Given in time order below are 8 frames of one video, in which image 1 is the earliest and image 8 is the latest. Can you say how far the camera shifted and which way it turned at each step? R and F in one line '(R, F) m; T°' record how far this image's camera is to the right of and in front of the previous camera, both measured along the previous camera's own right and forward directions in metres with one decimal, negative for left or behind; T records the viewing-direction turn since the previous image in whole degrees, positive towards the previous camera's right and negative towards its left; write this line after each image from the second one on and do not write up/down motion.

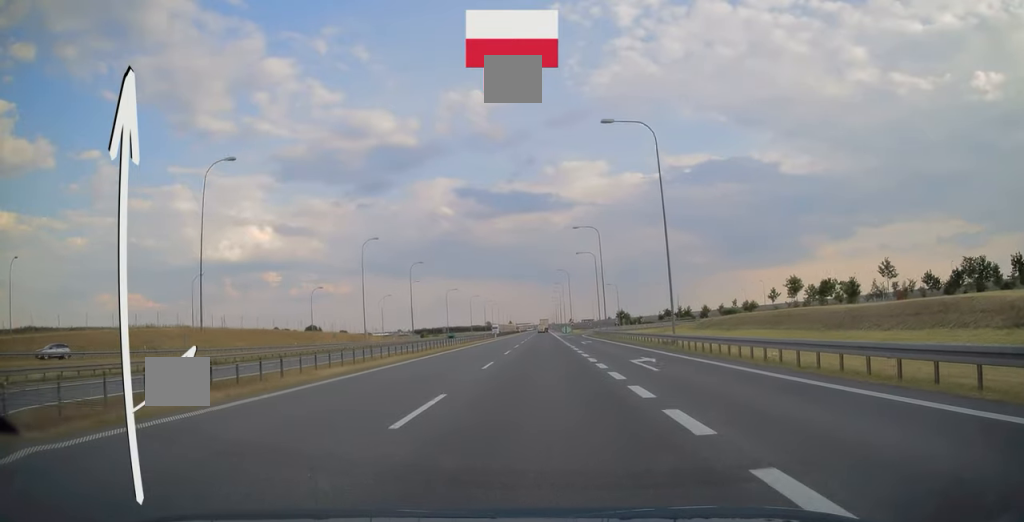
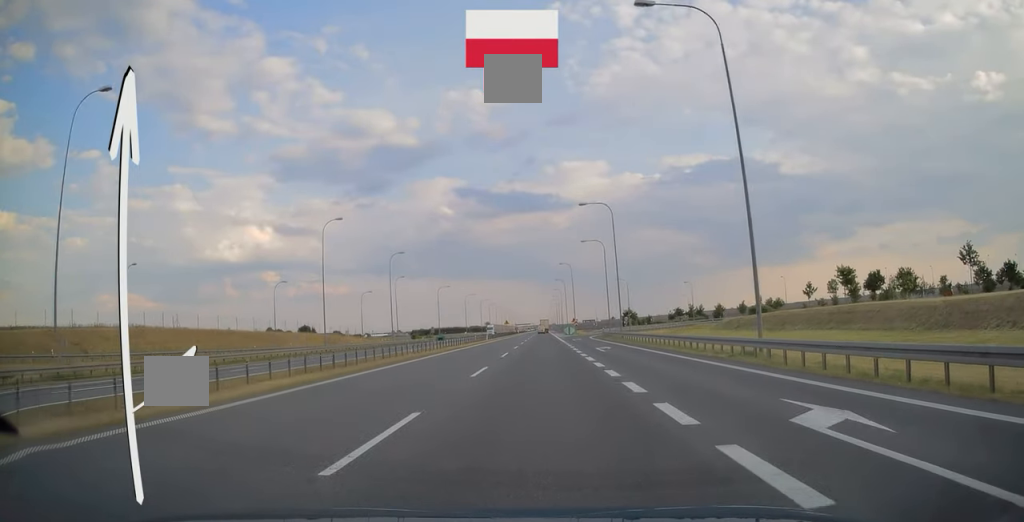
(0.0, +15.0) m; 0°
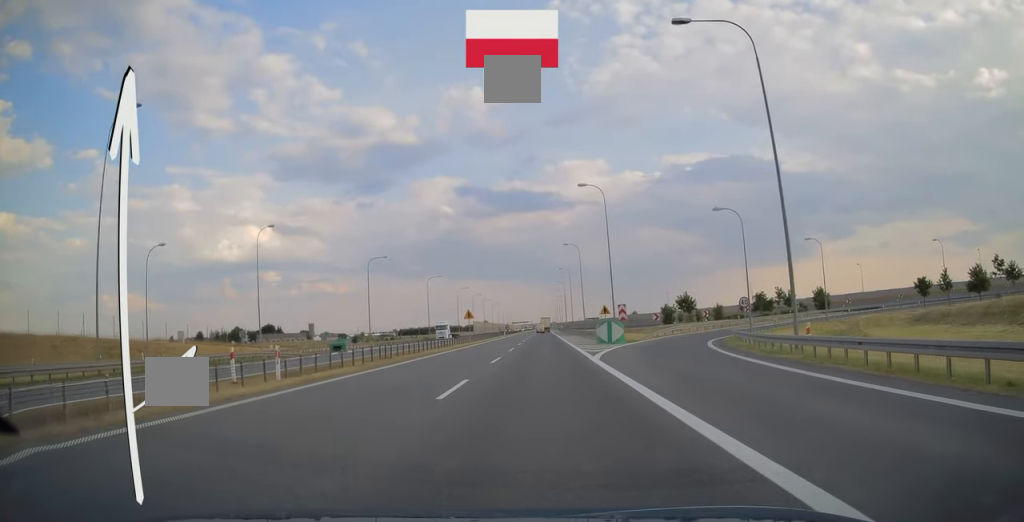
(-0.2, +66.0) m; 0°
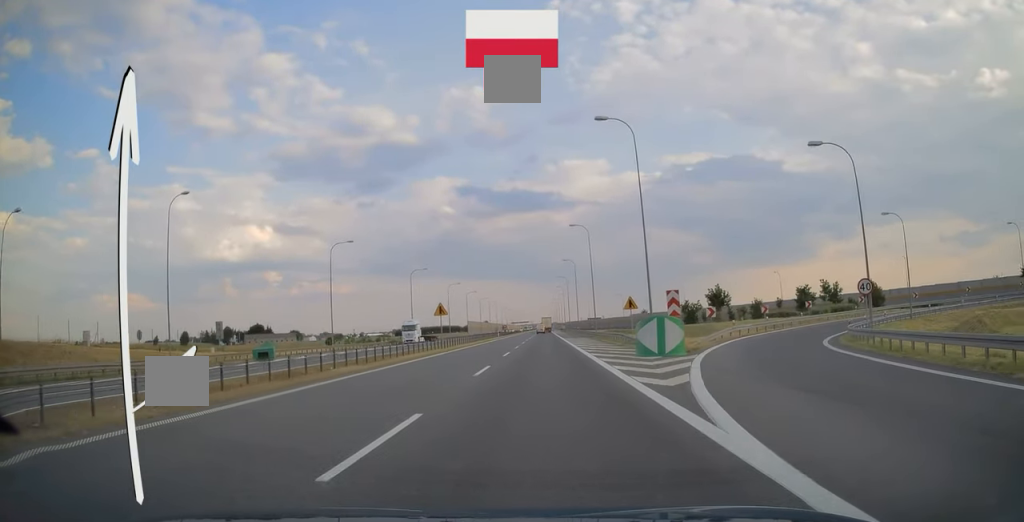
(0.0, +18.3) m; 0°
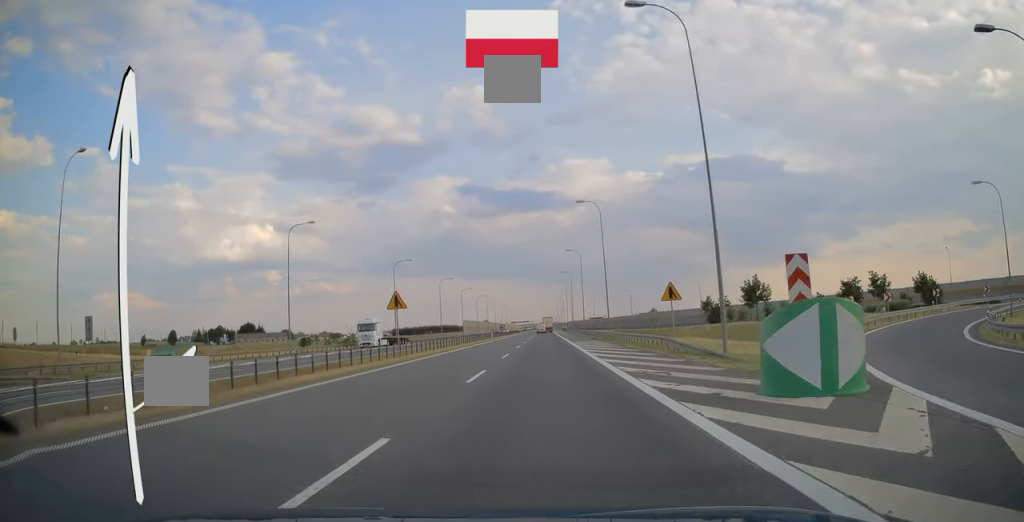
(0.0, +14.5) m; 0°
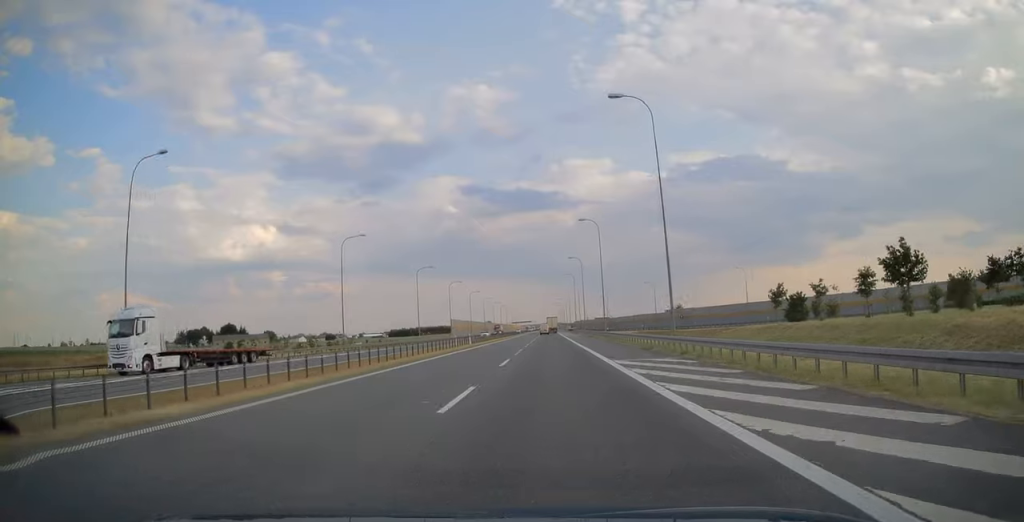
(0.0, +29.5) m; 0°
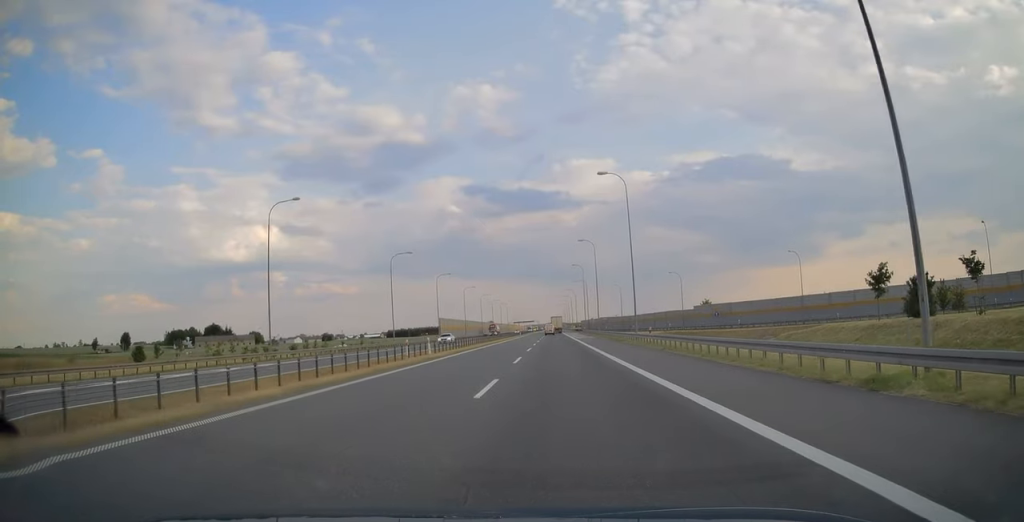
(0.0, +22.3) m; 0°
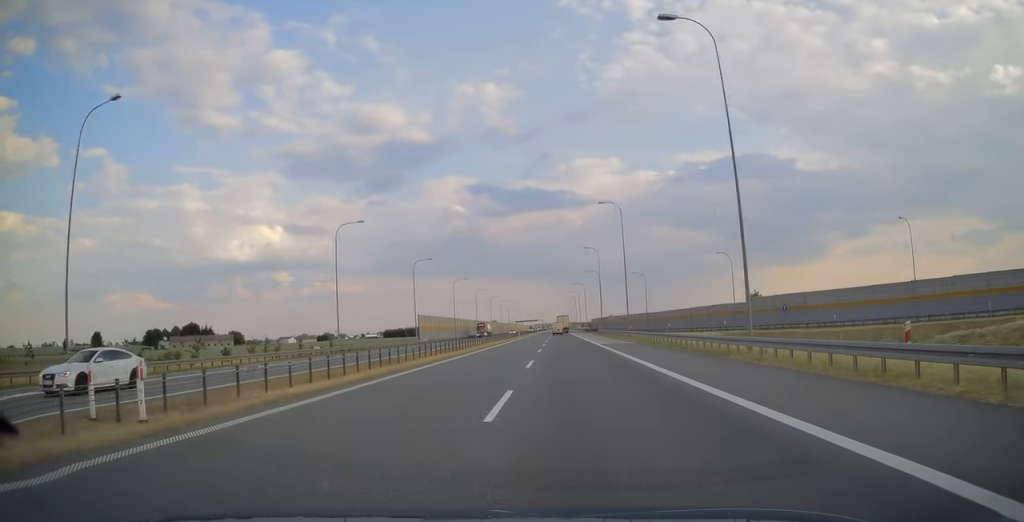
(-0.2, +27.2) m; 0°
